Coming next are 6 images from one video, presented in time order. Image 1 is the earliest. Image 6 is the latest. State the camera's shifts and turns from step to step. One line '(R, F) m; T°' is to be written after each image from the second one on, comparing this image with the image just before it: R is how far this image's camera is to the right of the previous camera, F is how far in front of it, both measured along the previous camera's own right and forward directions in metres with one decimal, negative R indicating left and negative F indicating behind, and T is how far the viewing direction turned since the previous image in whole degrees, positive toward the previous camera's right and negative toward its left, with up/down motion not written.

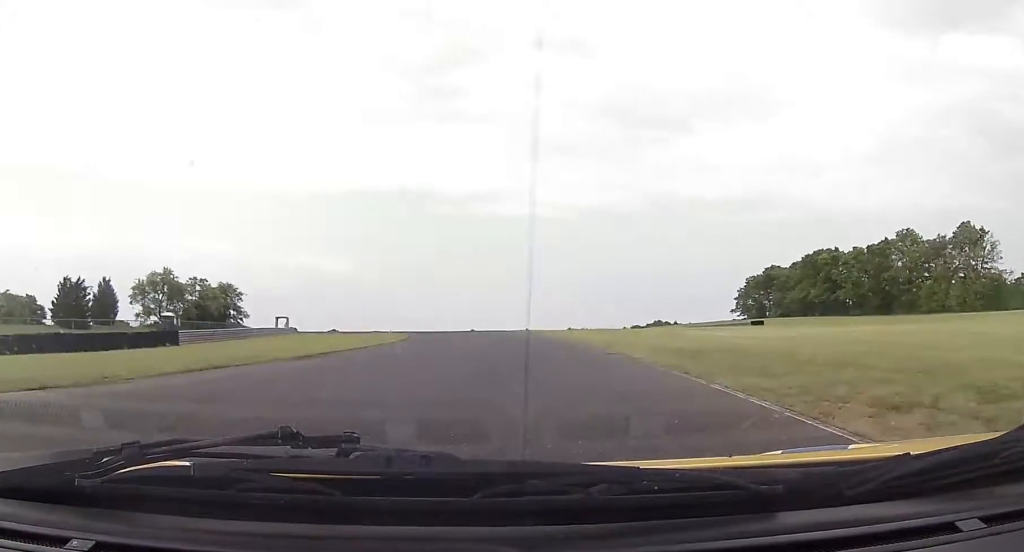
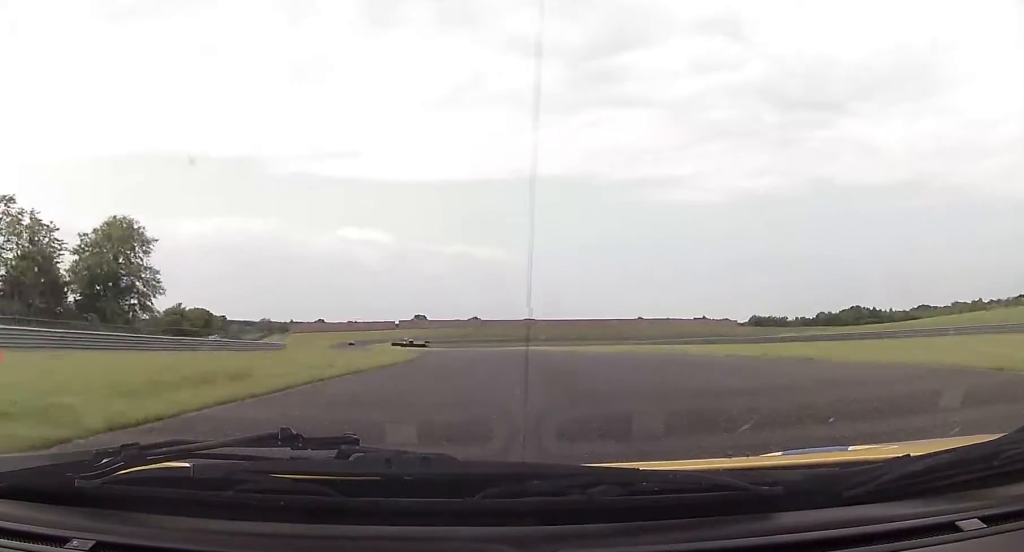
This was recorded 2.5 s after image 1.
(-8.6, +88.3) m; -13°
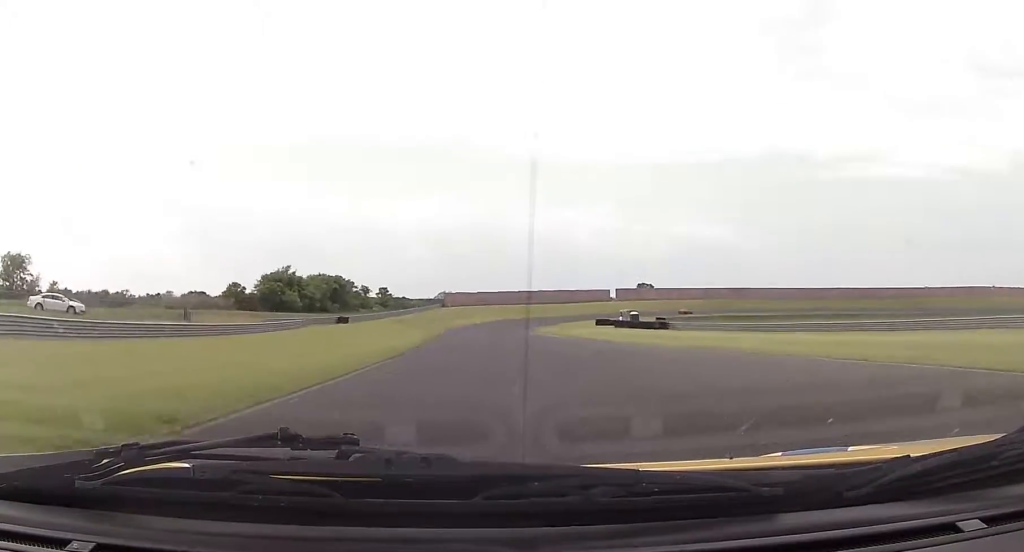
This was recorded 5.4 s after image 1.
(-15.3, +106.2) m; -15°
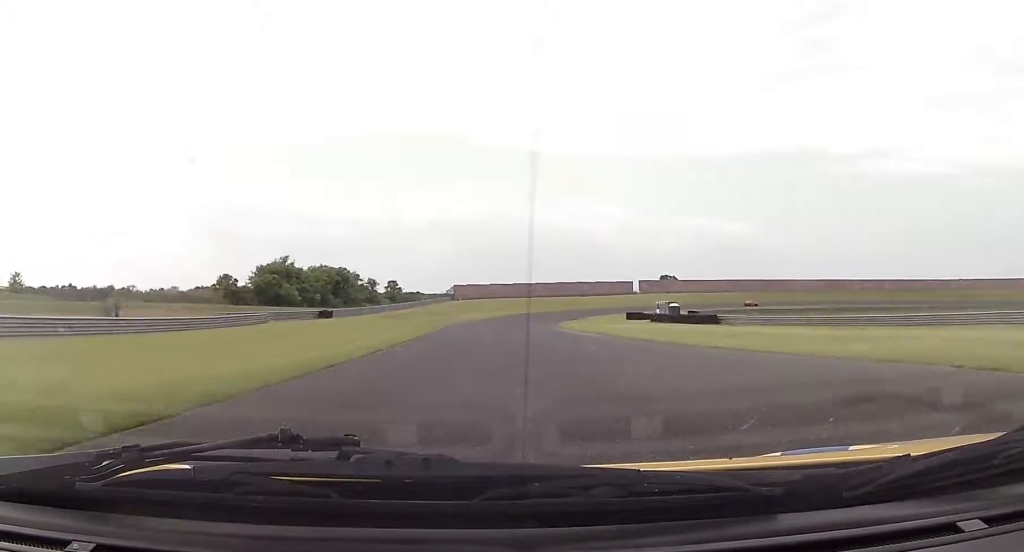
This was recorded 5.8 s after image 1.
(-0.4, +16.7) m; -1°
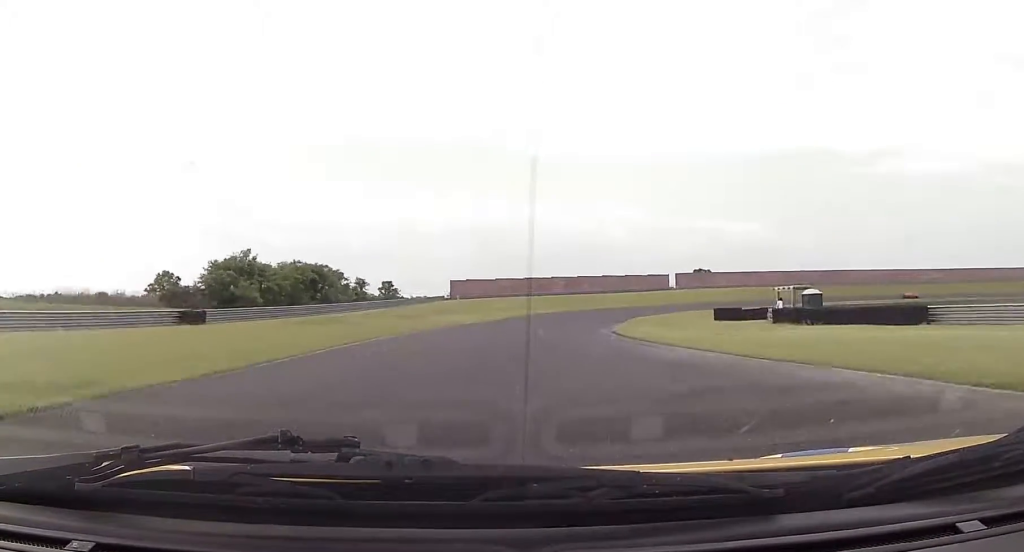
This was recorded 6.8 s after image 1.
(-1.0, +38.1) m; 0°
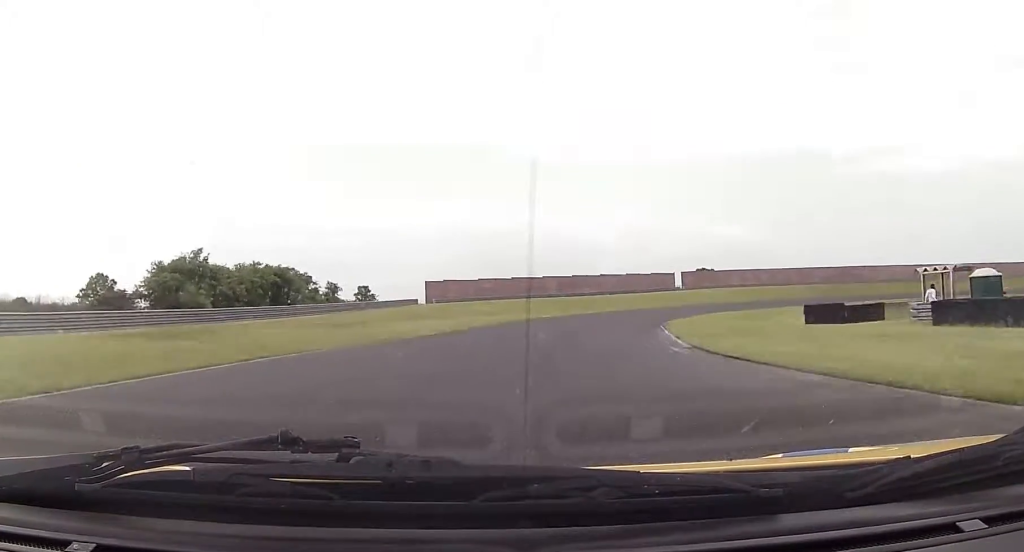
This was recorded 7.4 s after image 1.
(+0.1, +21.0) m; +2°
